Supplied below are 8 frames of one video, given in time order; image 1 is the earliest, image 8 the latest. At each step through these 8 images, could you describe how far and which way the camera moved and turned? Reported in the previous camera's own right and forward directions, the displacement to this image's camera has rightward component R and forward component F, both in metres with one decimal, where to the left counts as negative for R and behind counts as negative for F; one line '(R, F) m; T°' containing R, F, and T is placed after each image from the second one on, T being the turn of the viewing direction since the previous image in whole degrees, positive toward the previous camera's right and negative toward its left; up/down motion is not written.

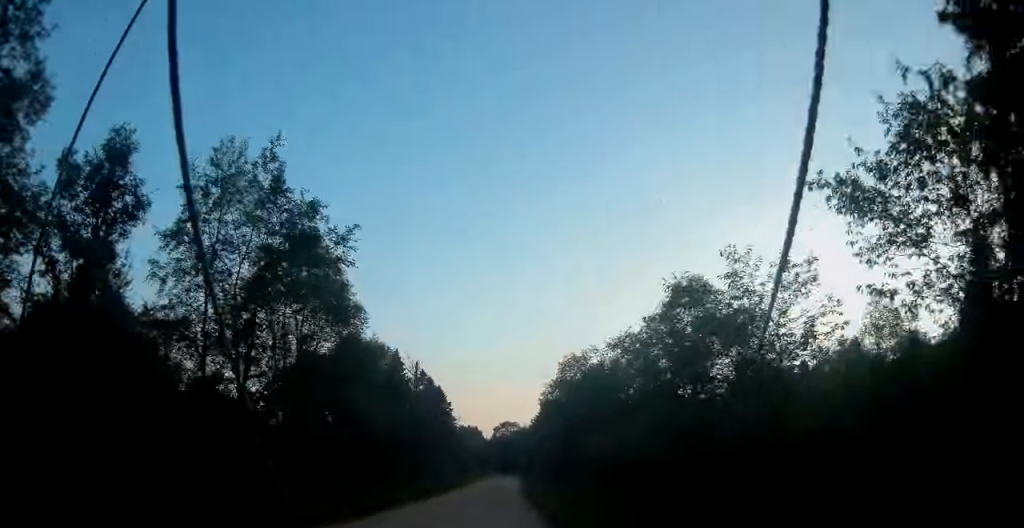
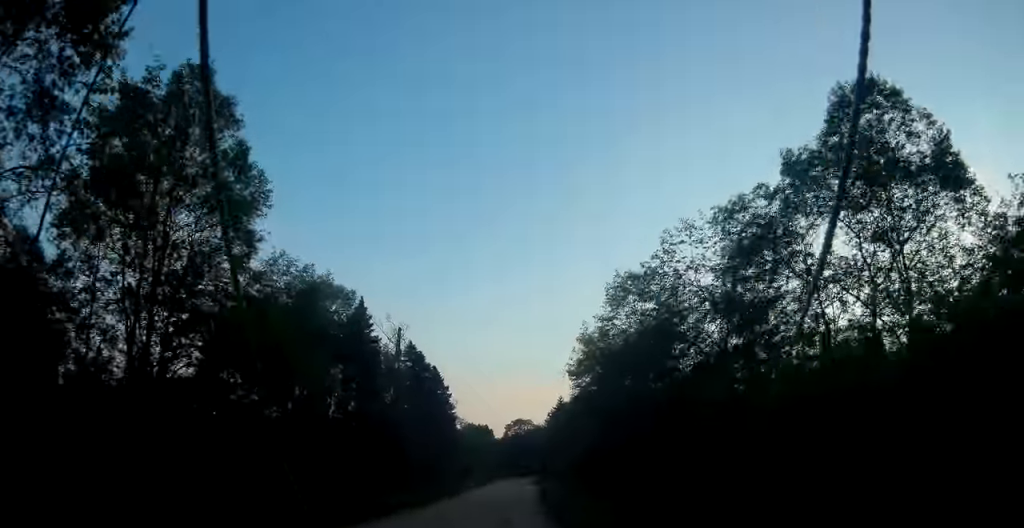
(+0.1, +15.1) m; 0°
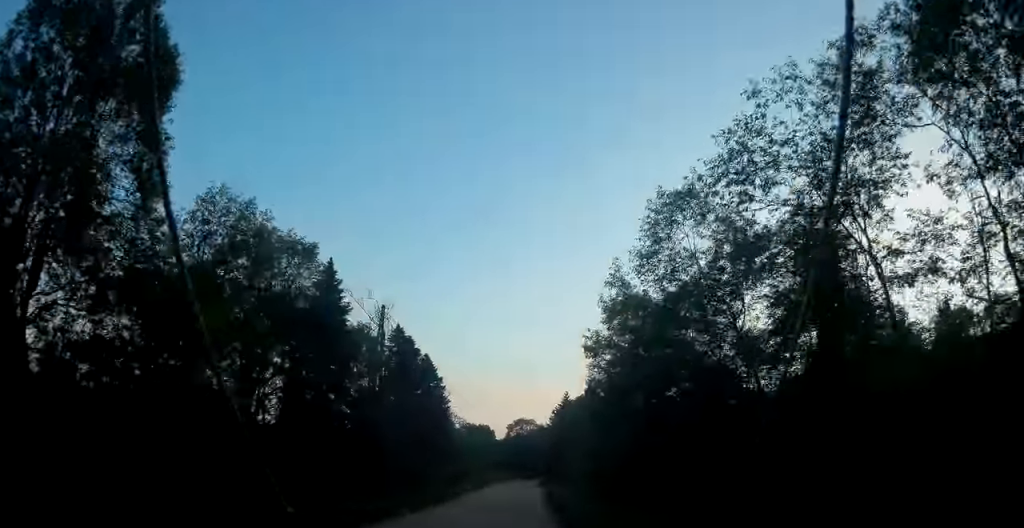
(-0.1, +6.3) m; -2°
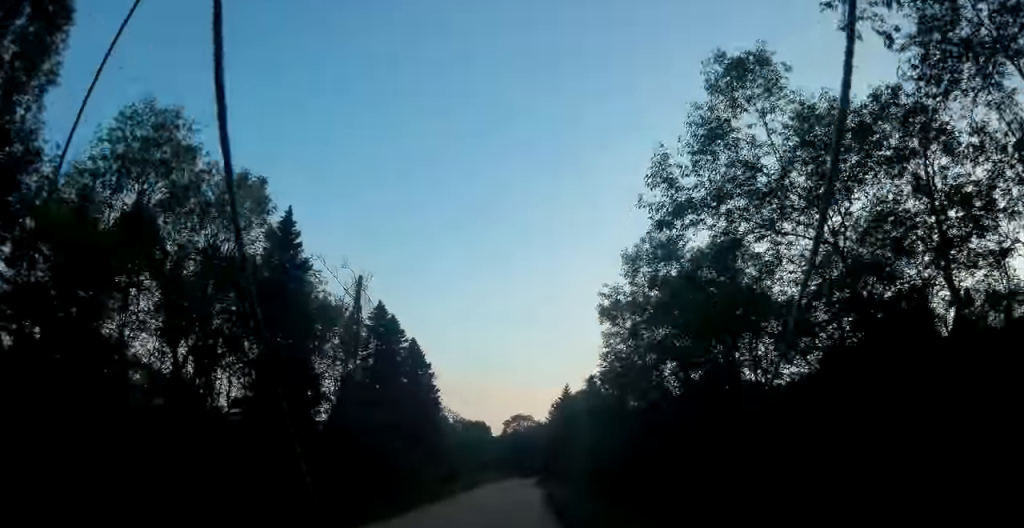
(-0.1, +5.3) m; +1°
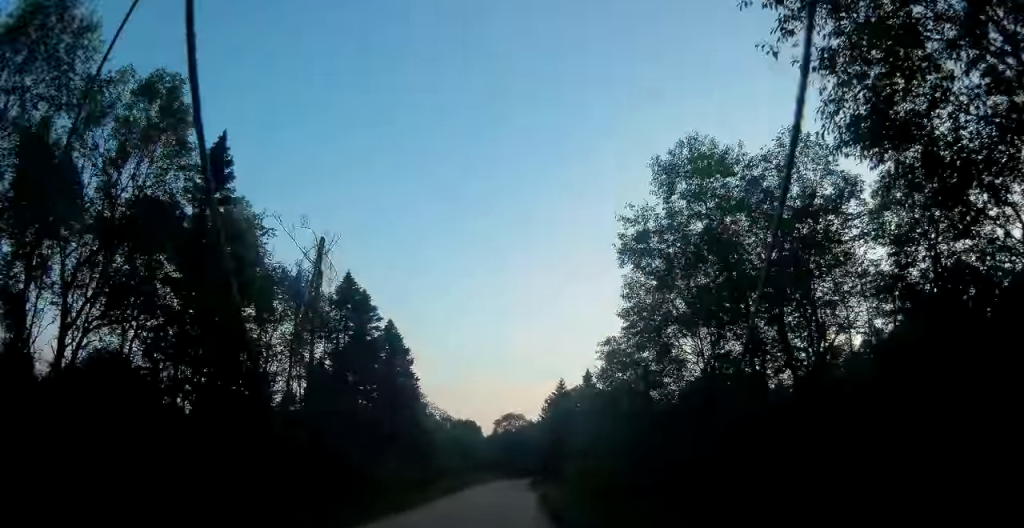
(+0.1, +5.5) m; +2°
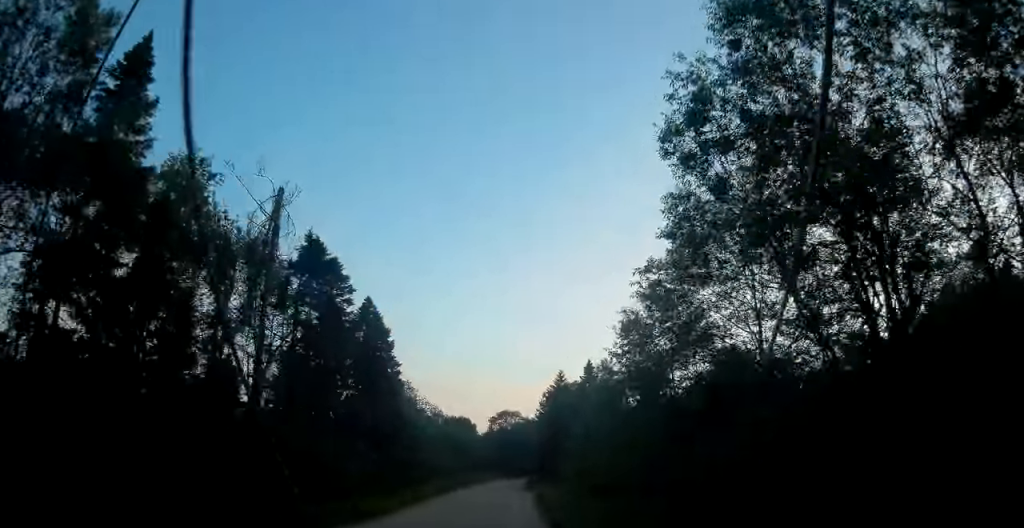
(+0.1, +4.9) m; +2°
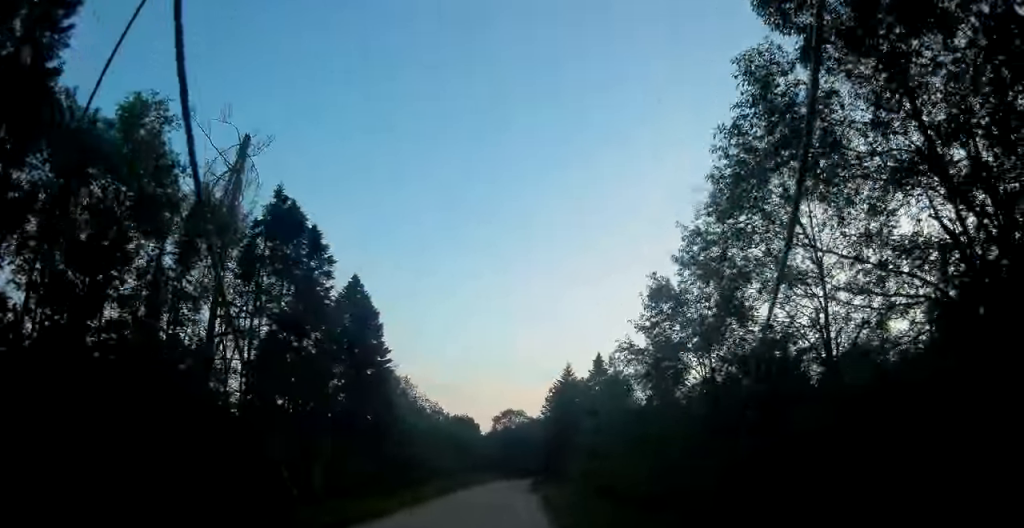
(+0.1, +3.9) m; 0°
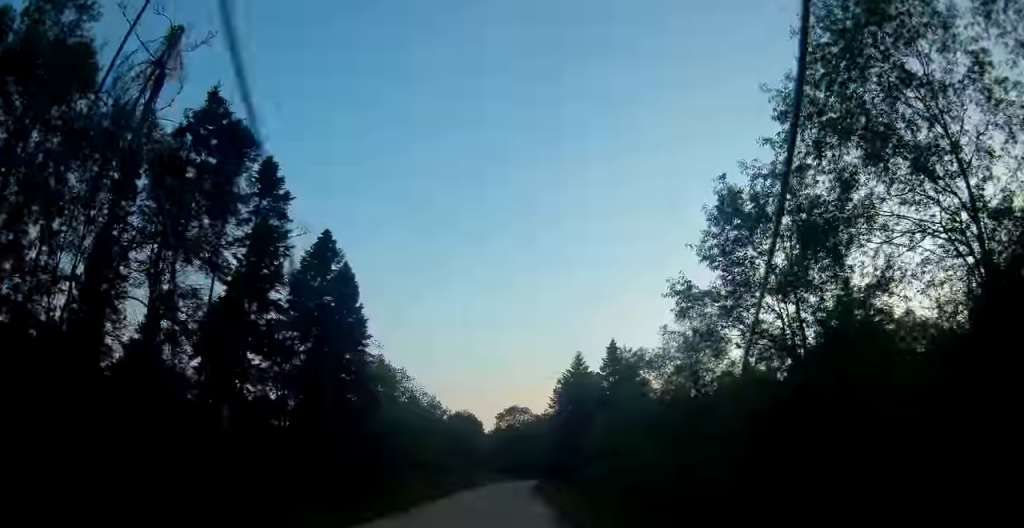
(0.0, +5.9) m; -1°
